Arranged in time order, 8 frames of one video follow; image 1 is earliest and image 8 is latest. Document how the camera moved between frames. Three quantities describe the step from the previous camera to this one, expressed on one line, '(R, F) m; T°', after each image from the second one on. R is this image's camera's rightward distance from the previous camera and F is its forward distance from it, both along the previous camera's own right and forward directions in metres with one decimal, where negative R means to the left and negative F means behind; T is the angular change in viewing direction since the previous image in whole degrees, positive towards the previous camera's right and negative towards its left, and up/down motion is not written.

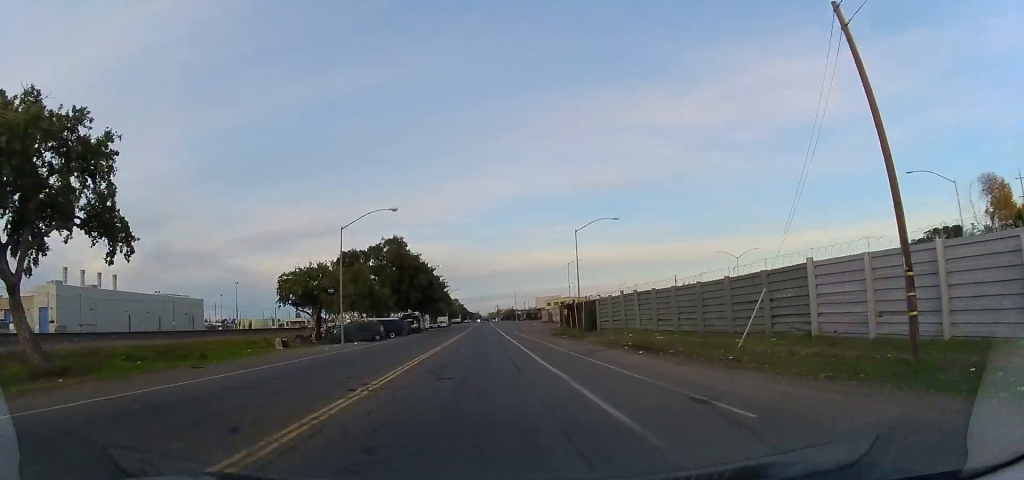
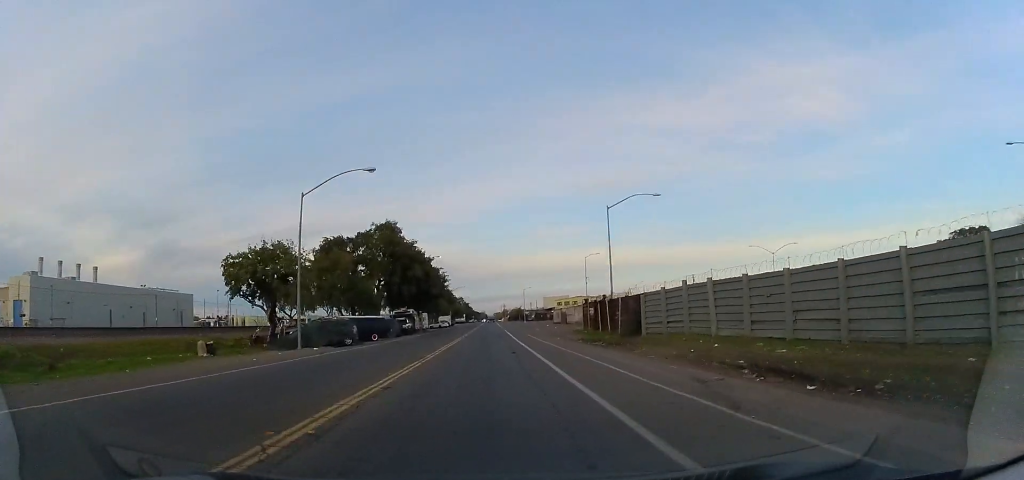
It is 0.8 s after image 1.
(0.0, +10.8) m; -1°
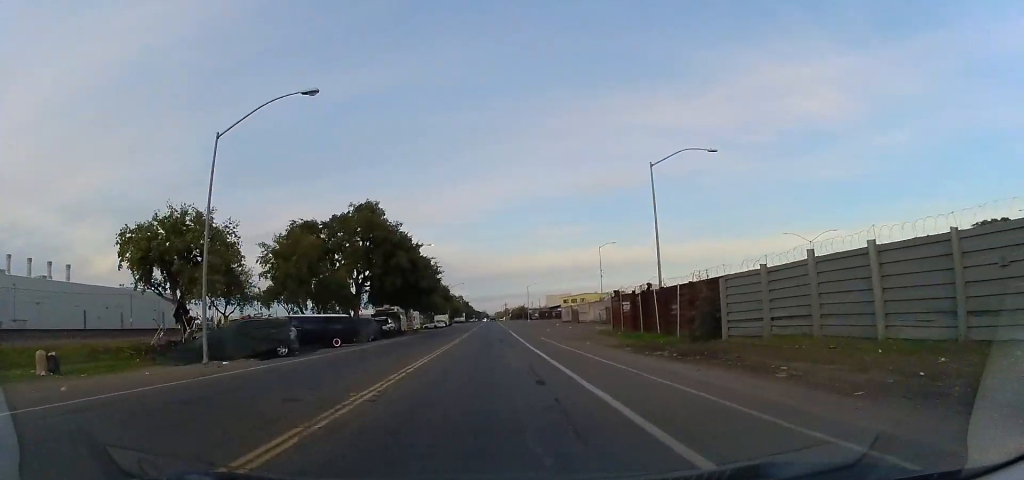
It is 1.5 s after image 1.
(-0.1, +10.9) m; -2°
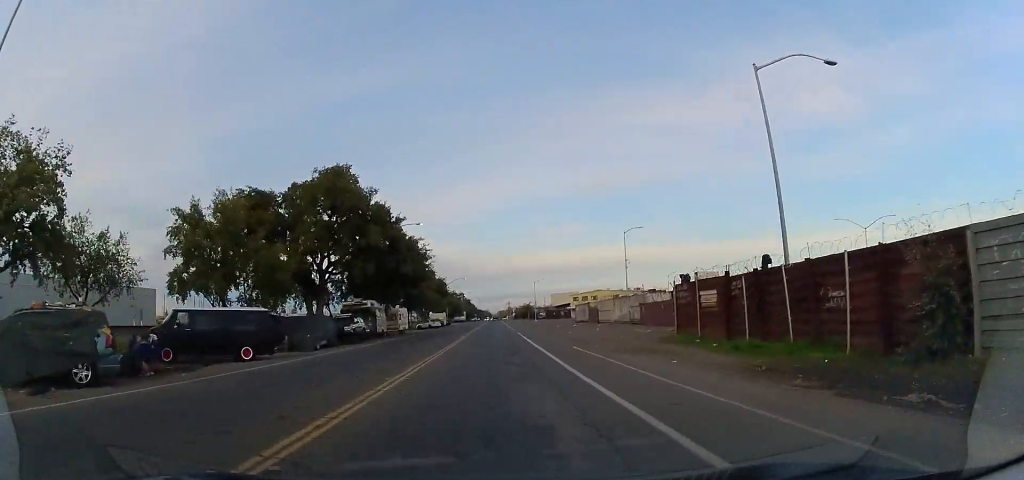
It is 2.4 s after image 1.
(-0.3, +12.4) m; -3°
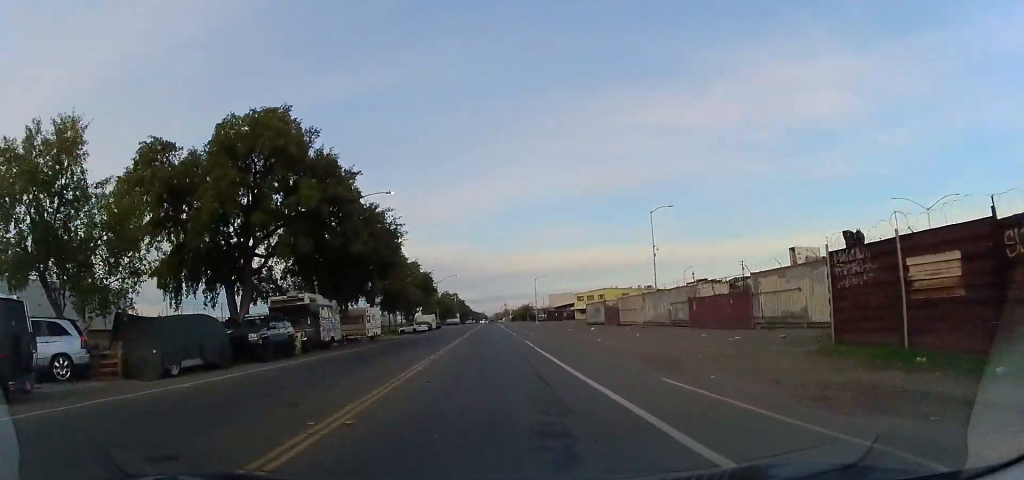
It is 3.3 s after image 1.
(-0.3, +12.3) m; -1°
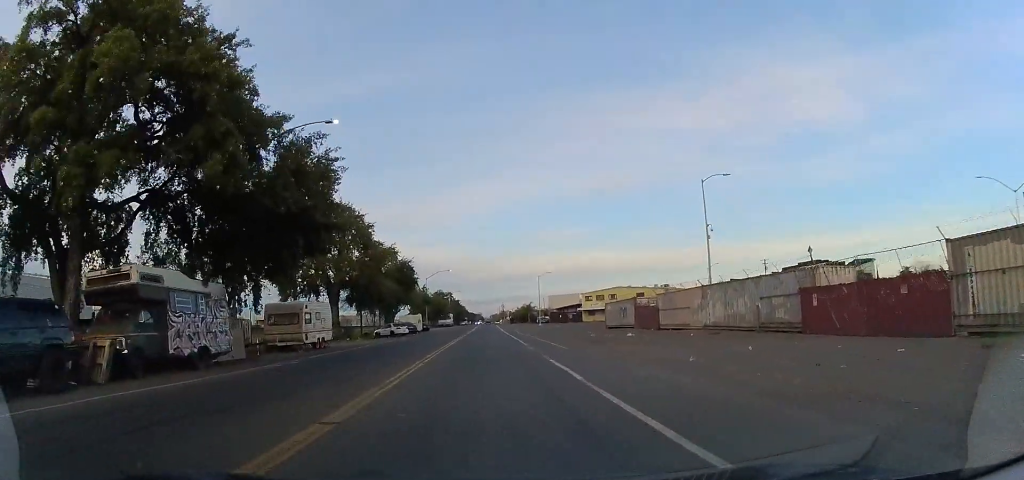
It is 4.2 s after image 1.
(-0.1, +13.4) m; -2°
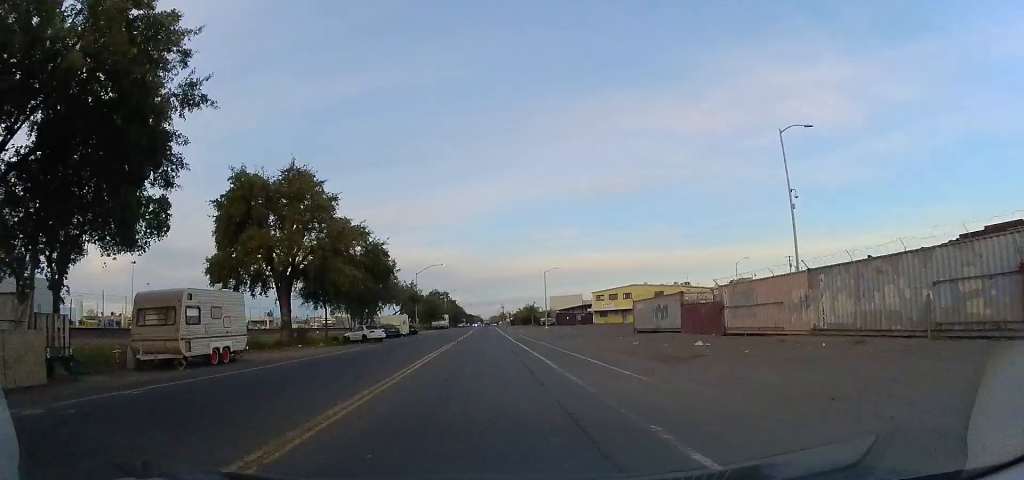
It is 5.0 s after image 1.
(-0.2, +11.5) m; -2°
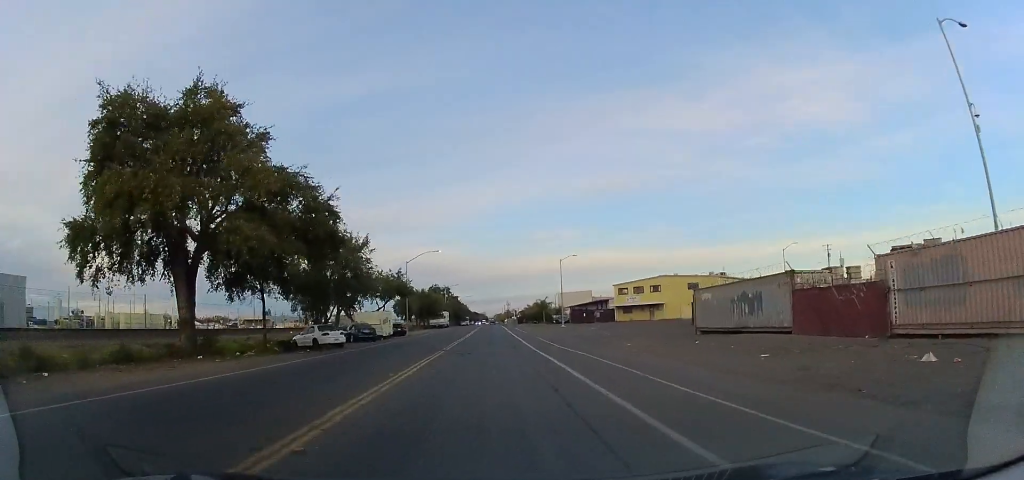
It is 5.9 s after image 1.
(-0.3, +13.1) m; 0°
